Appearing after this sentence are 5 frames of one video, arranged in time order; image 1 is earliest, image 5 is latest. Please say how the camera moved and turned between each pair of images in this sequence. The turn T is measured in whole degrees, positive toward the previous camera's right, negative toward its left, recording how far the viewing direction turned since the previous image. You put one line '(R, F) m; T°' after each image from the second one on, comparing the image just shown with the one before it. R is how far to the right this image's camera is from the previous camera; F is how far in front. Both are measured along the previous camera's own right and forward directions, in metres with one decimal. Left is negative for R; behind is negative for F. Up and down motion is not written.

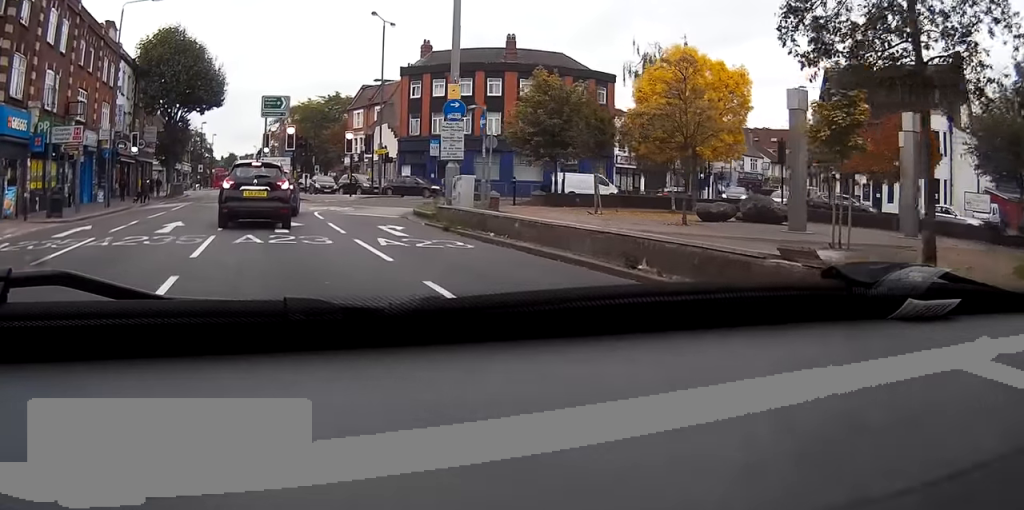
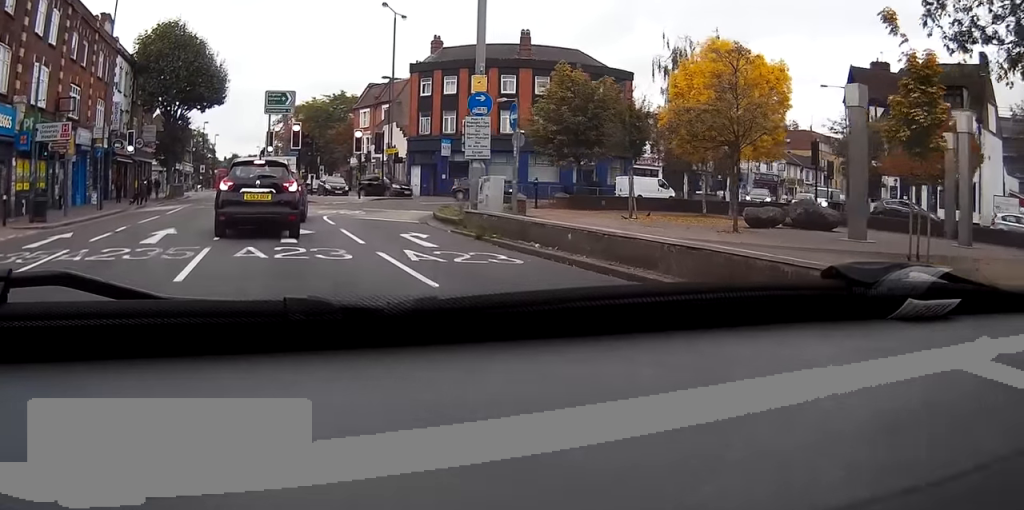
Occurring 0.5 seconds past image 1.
(-0.1, +1.7) m; -2°
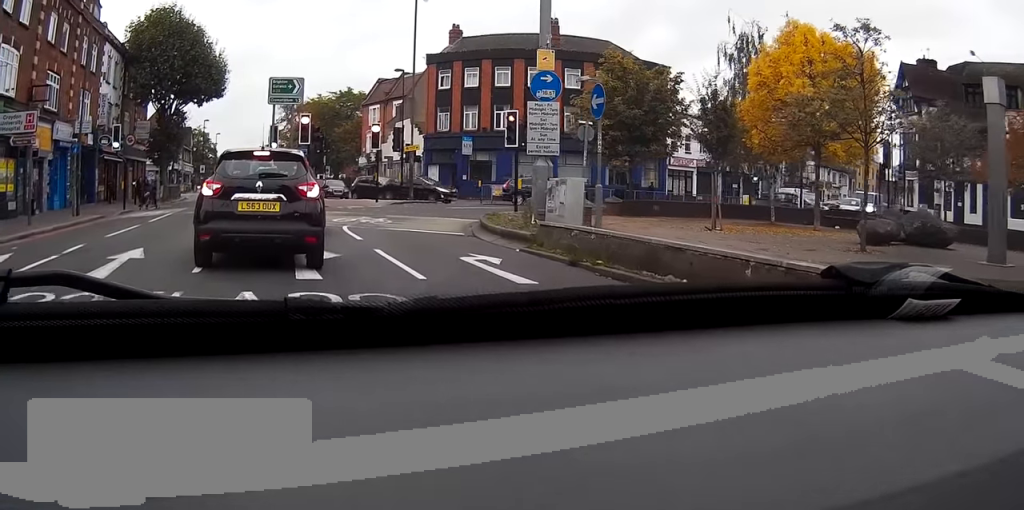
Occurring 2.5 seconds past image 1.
(+0.1, +3.8) m; +3°
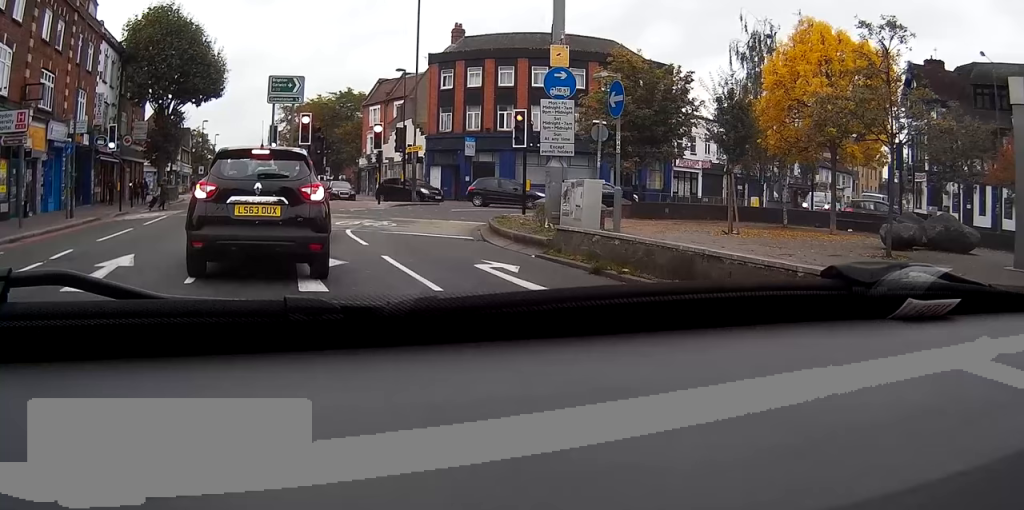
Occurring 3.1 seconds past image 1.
(0.0, +0.7) m; 0°
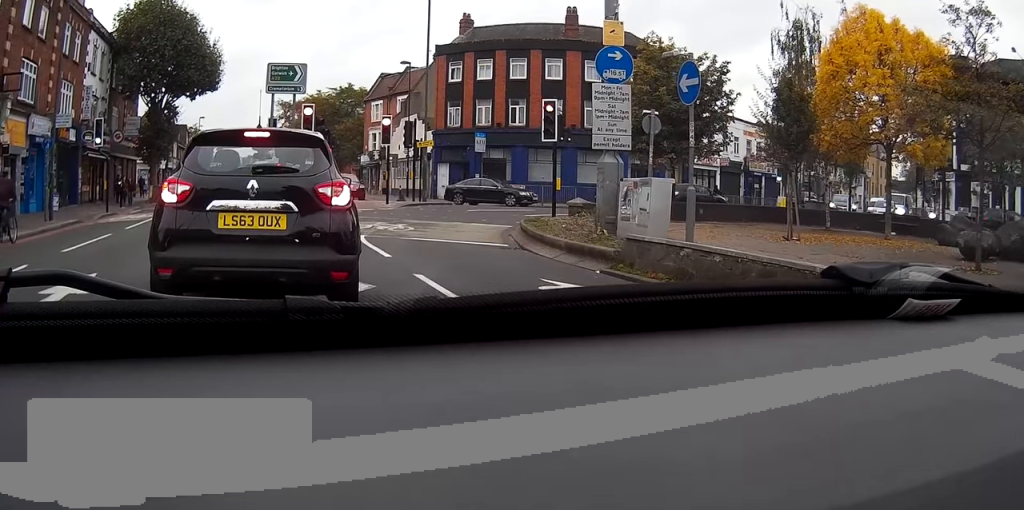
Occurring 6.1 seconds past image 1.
(0.0, +2.5) m; 0°
